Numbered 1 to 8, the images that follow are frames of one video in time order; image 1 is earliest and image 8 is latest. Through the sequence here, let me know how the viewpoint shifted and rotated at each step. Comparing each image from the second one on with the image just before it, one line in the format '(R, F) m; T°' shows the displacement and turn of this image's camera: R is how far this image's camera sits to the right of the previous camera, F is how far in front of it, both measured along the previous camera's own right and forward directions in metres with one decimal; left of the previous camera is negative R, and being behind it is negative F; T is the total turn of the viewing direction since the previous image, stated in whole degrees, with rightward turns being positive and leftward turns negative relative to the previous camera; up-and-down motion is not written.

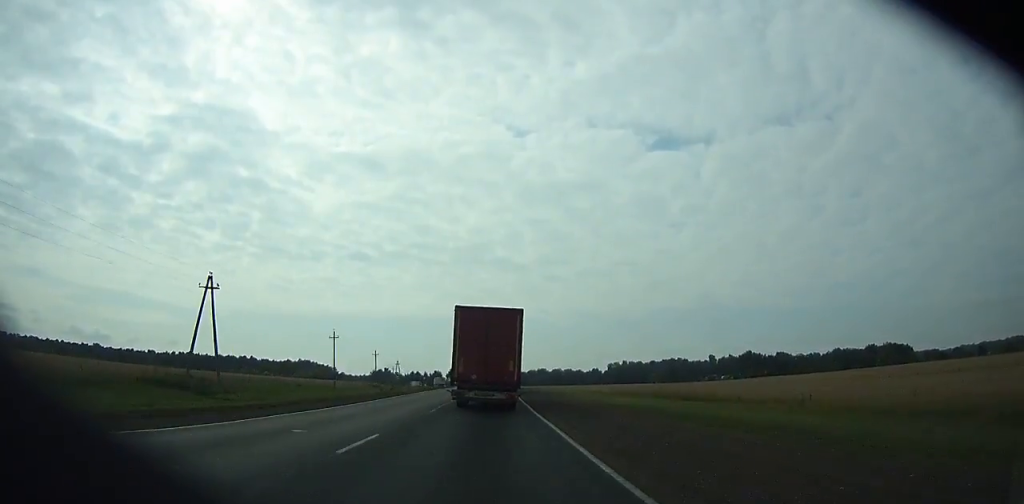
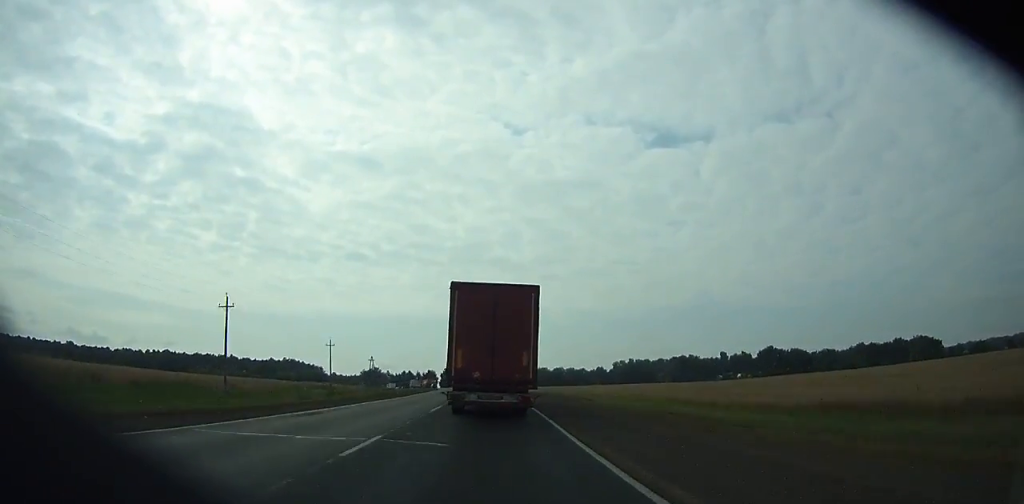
(+0.1, +34.9) m; 0°
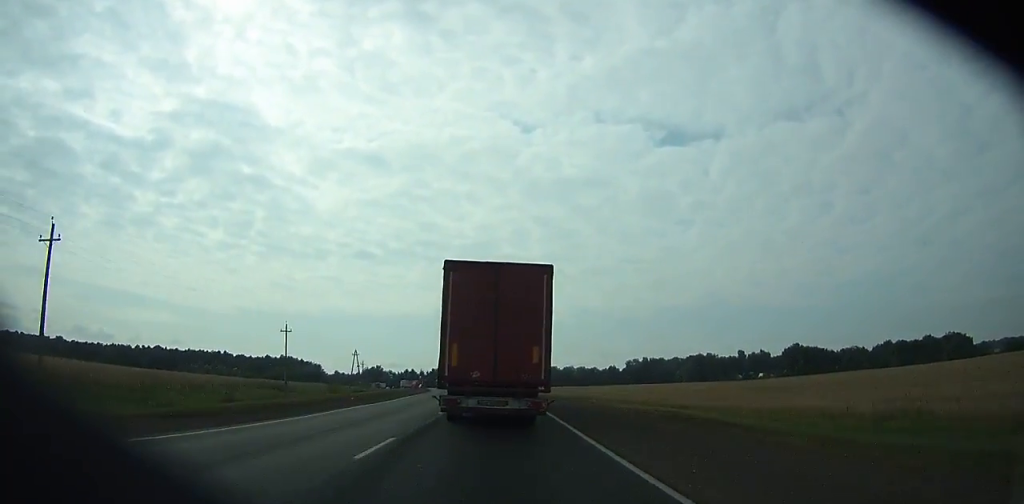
(+0.1, +24.4) m; 0°
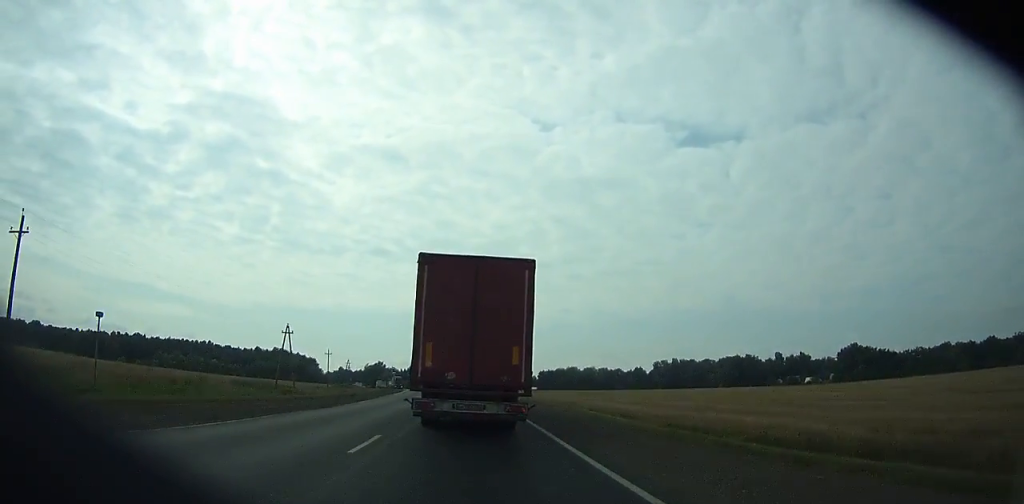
(-0.4, +50.1) m; -2°
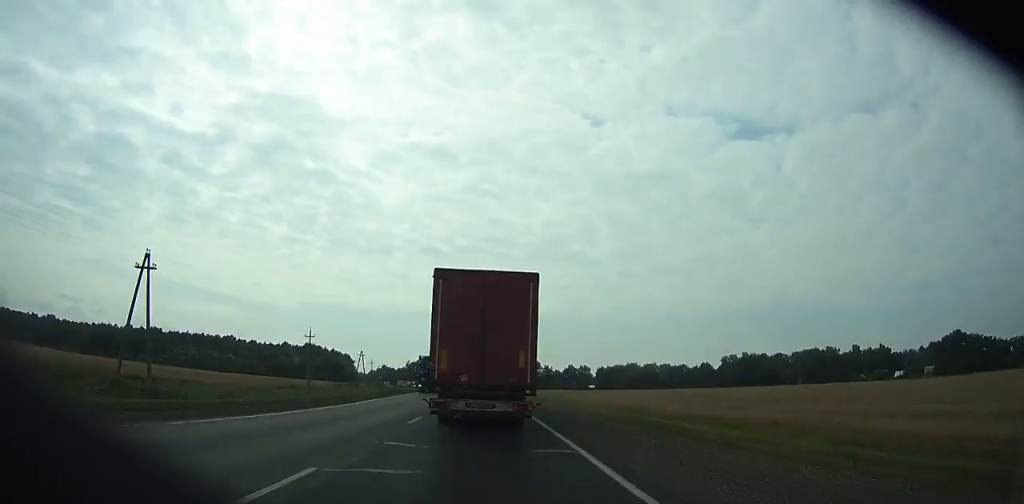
(-1.2, +40.9) m; -4°
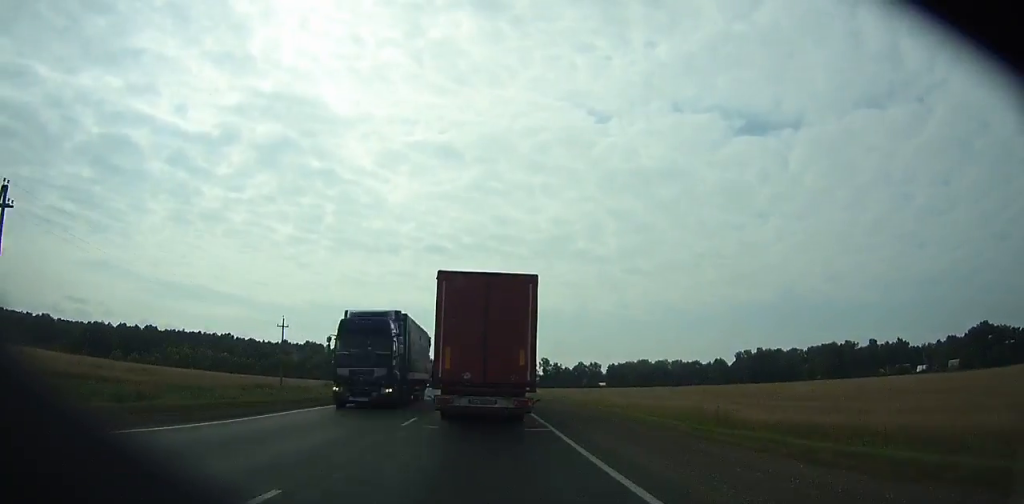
(-0.3, +13.2) m; -1°
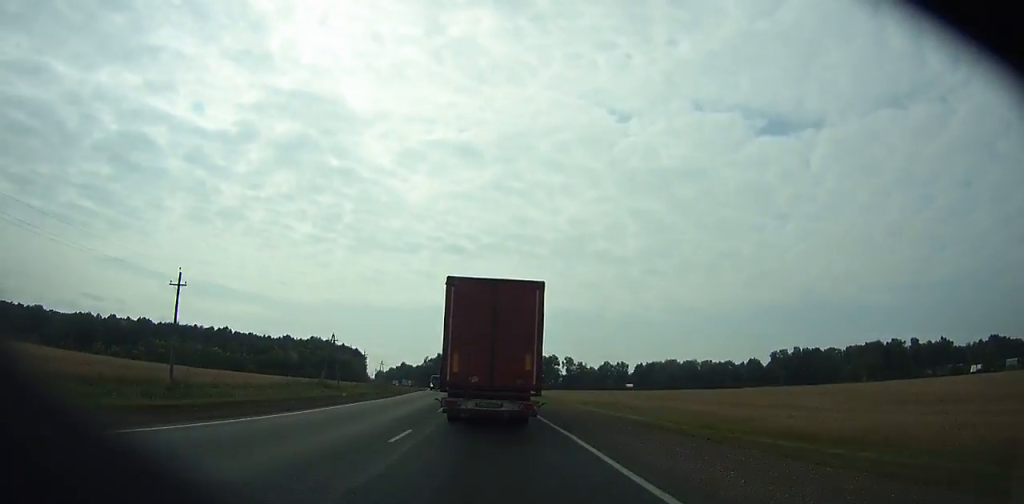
(-0.5, +26.7) m; -2°
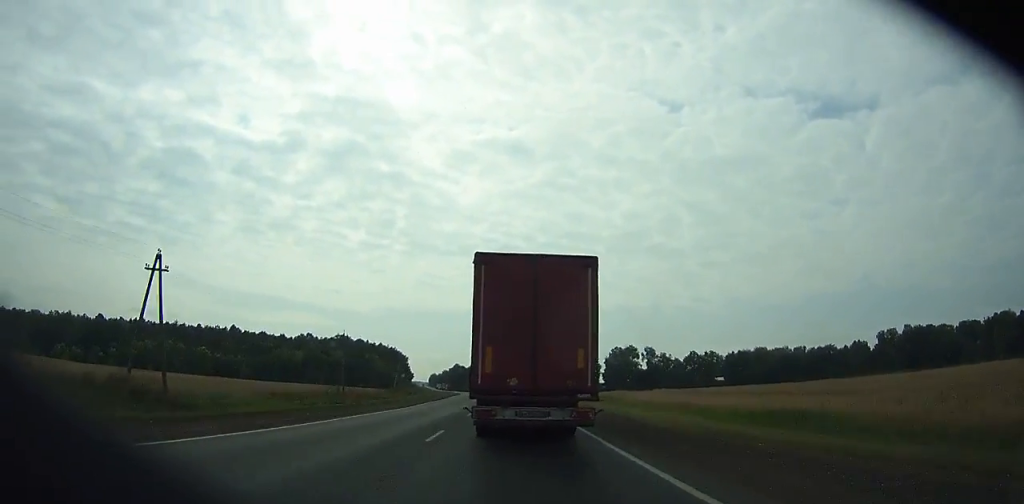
(-2.2, +59.2) m; -5°
